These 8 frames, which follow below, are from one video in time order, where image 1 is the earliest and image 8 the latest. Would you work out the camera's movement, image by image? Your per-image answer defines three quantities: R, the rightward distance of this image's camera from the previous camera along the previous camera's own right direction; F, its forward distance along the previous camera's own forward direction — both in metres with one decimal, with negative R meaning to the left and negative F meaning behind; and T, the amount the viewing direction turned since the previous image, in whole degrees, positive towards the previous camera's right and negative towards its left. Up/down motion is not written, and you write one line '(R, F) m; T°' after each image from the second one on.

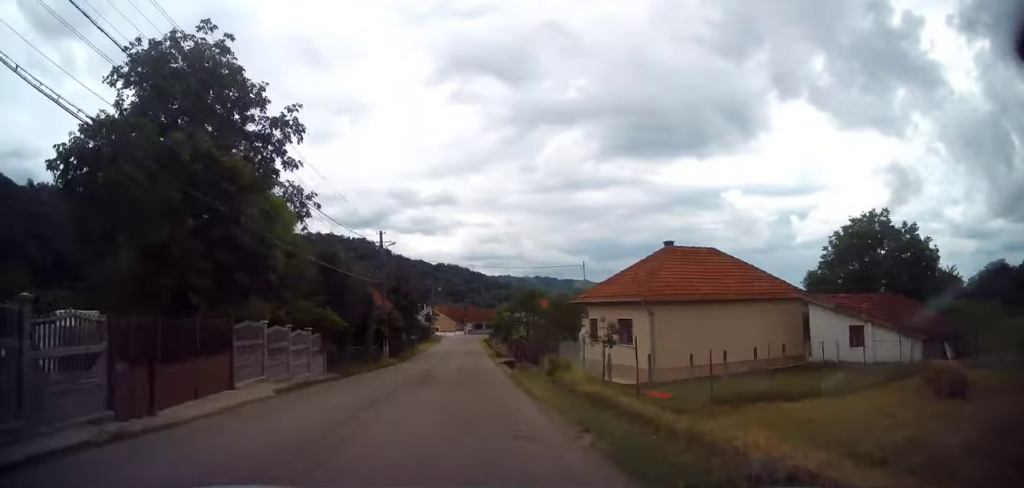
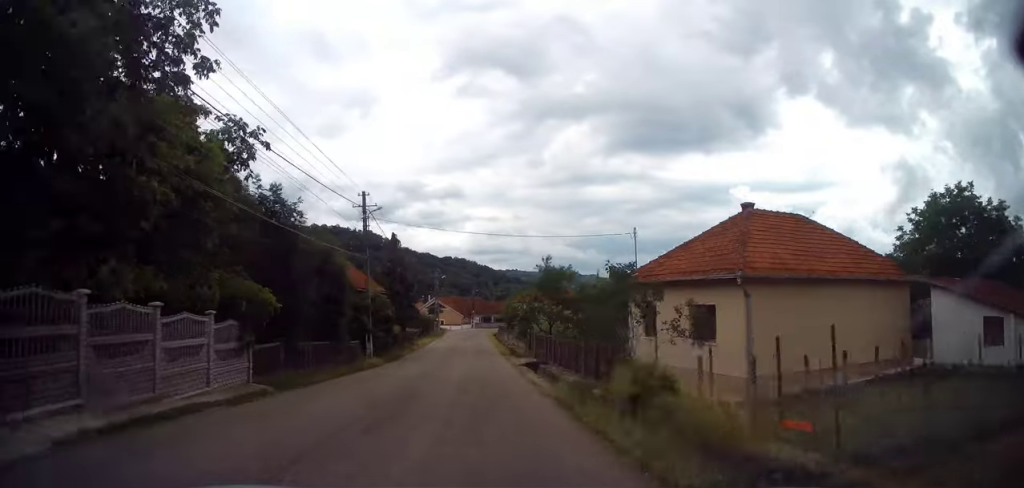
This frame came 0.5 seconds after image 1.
(-0.3, +8.1) m; -2°
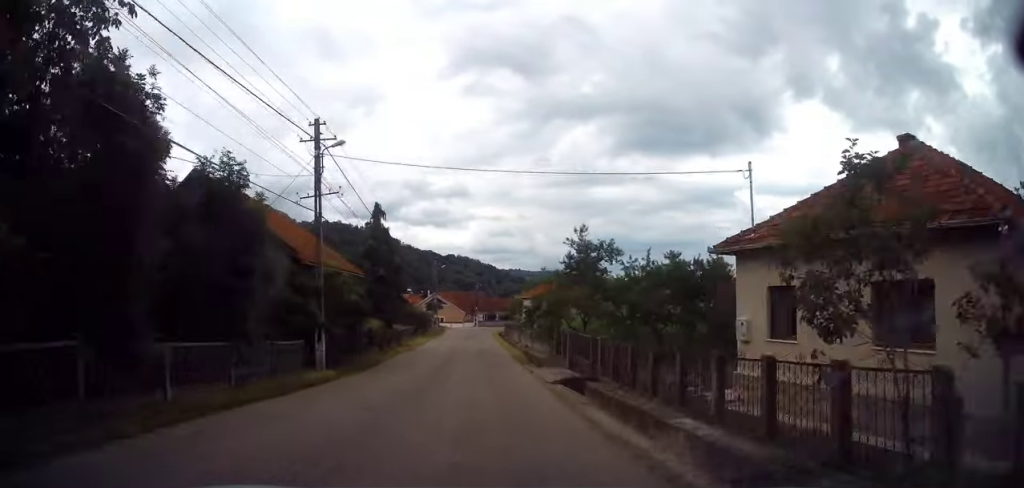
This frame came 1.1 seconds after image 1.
(-0.4, +9.2) m; -1°
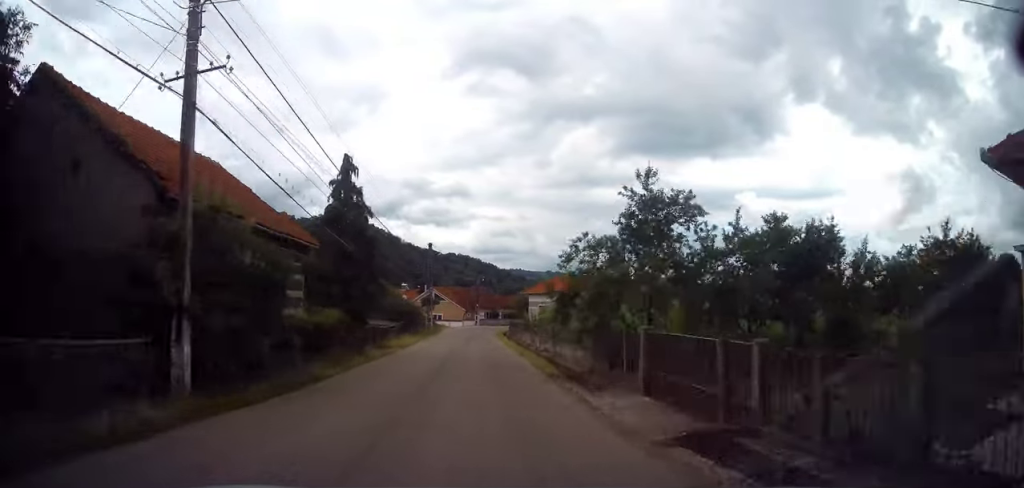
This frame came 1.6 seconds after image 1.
(+0.1, +8.8) m; 0°
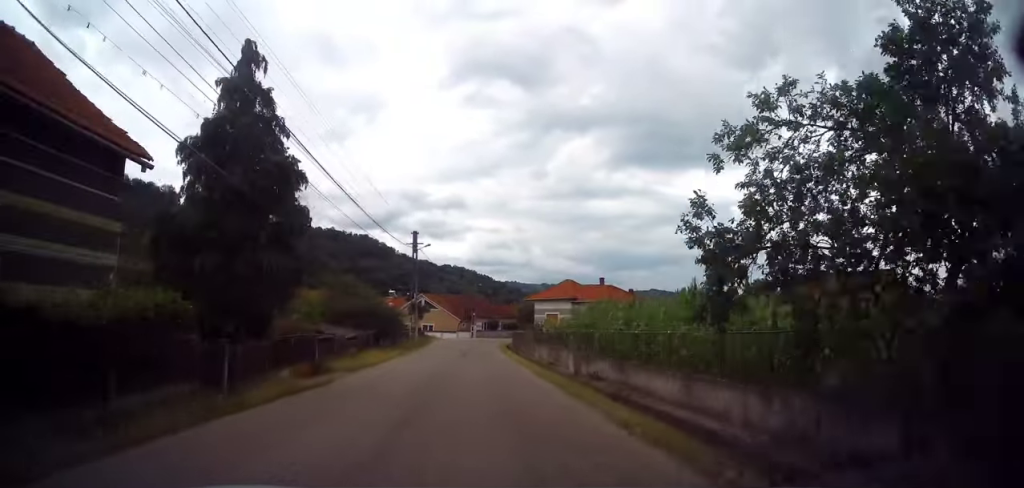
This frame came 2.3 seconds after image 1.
(+0.1, +11.0) m; +1°
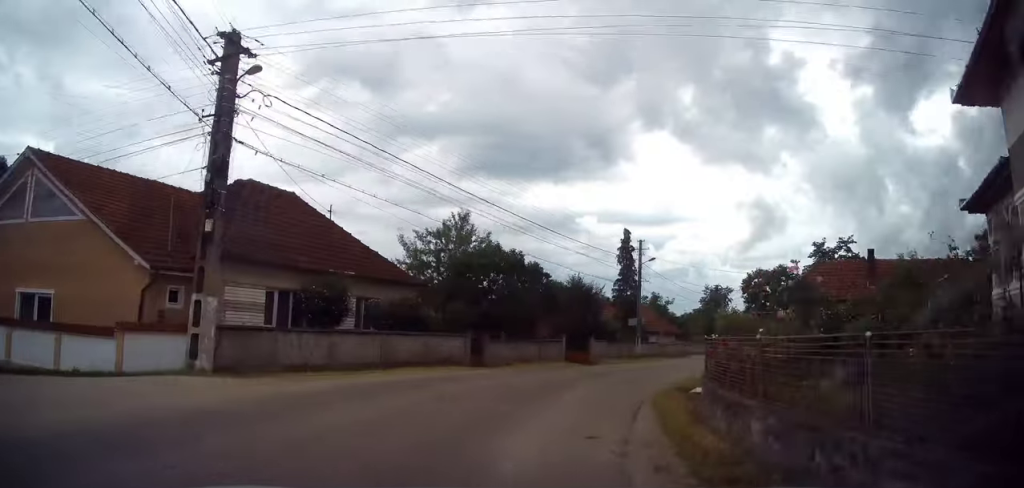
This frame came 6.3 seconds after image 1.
(+3.1, +61.5) m; +18°
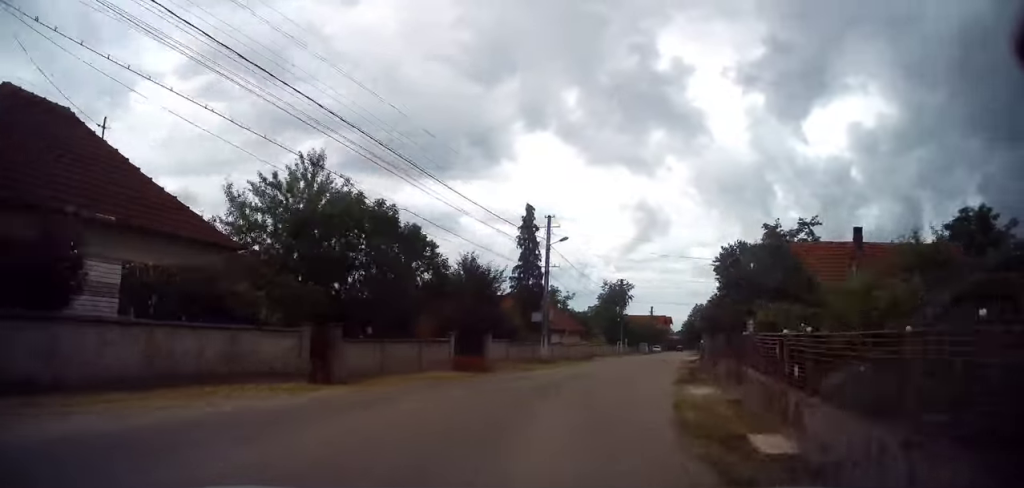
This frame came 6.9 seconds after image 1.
(+1.1, +8.4) m; +12°
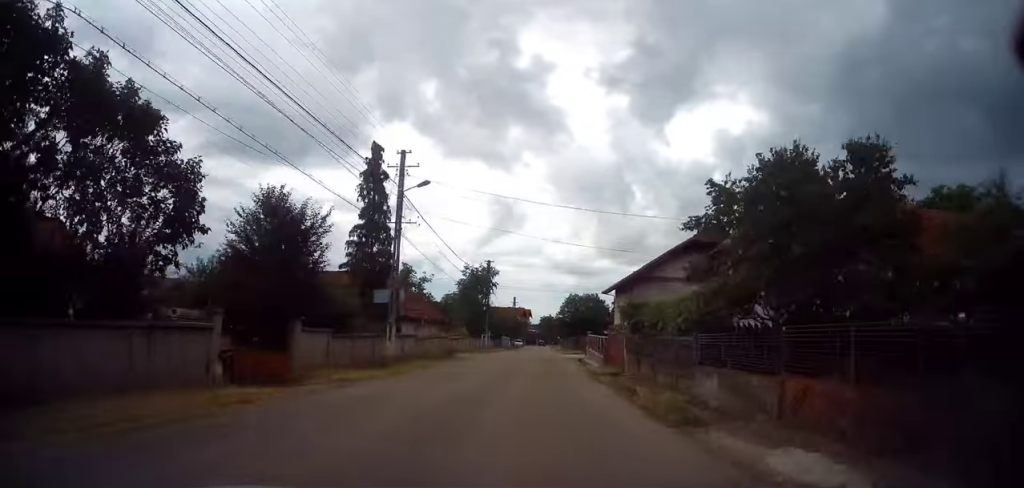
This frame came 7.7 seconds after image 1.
(+1.4, +10.0) m; +12°
